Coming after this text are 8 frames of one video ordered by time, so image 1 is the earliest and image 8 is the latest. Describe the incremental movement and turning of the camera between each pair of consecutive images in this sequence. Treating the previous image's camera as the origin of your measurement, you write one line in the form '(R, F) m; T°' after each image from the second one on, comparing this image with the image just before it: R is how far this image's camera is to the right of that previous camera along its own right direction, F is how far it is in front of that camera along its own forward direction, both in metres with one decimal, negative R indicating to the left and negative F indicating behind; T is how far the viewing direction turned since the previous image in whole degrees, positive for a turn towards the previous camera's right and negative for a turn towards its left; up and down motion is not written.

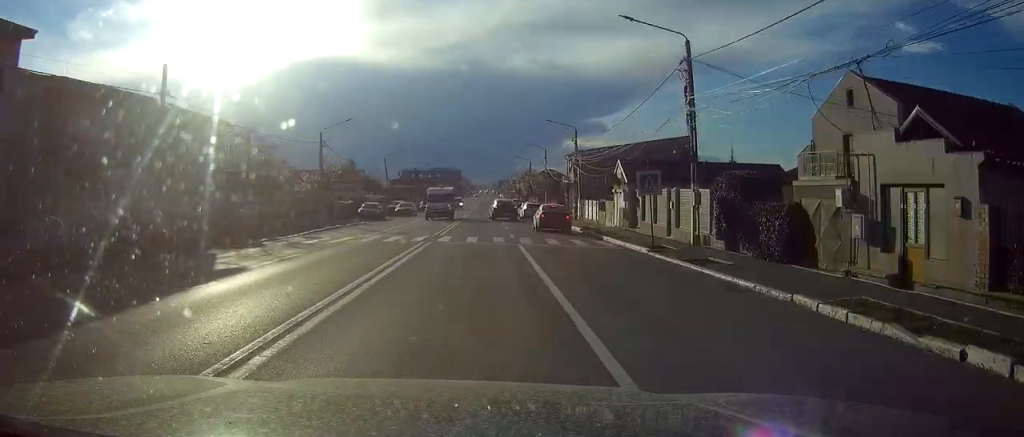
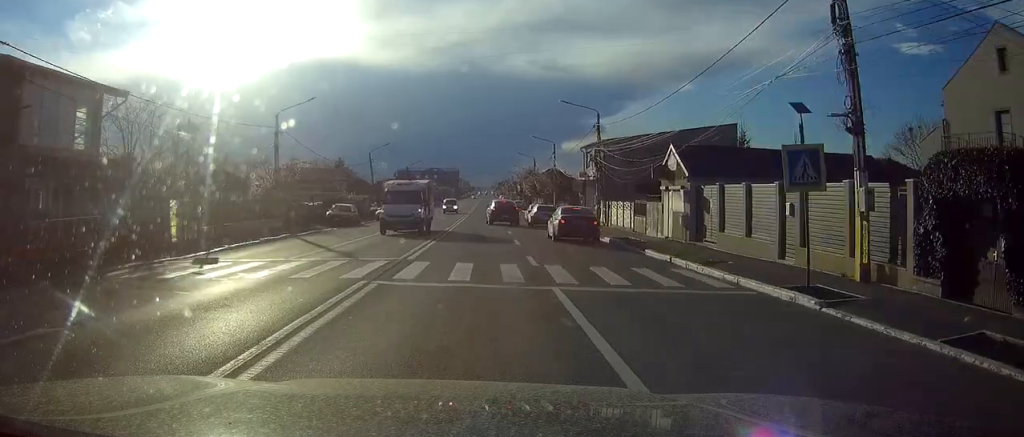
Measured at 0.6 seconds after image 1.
(0.0, +12.7) m; 0°
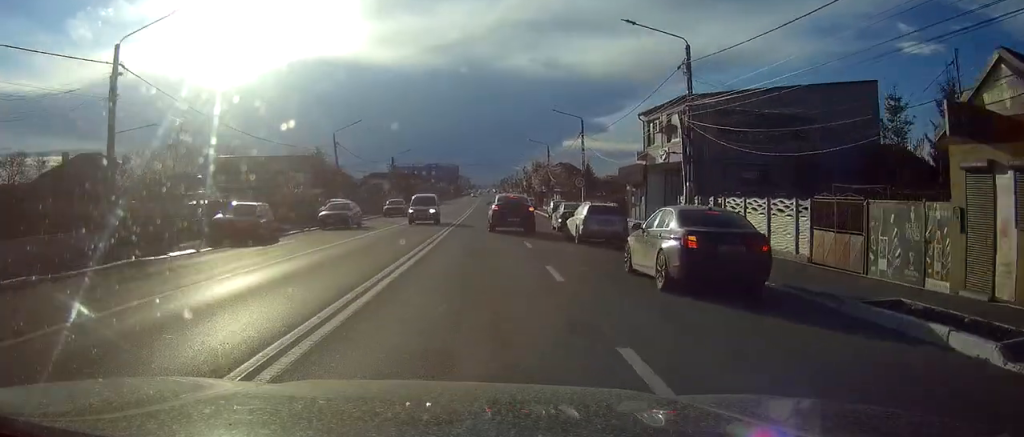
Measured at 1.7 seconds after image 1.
(0.0, +22.2) m; 0°
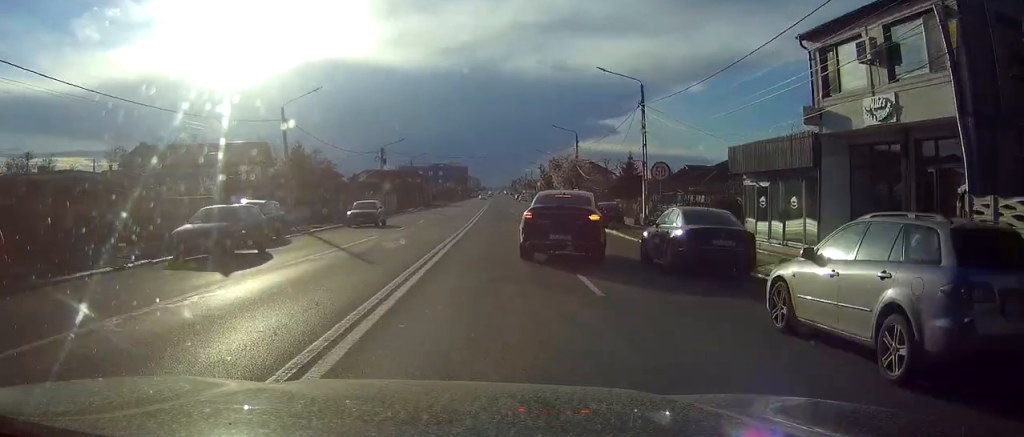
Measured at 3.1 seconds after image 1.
(0.0, +21.1) m; -1°
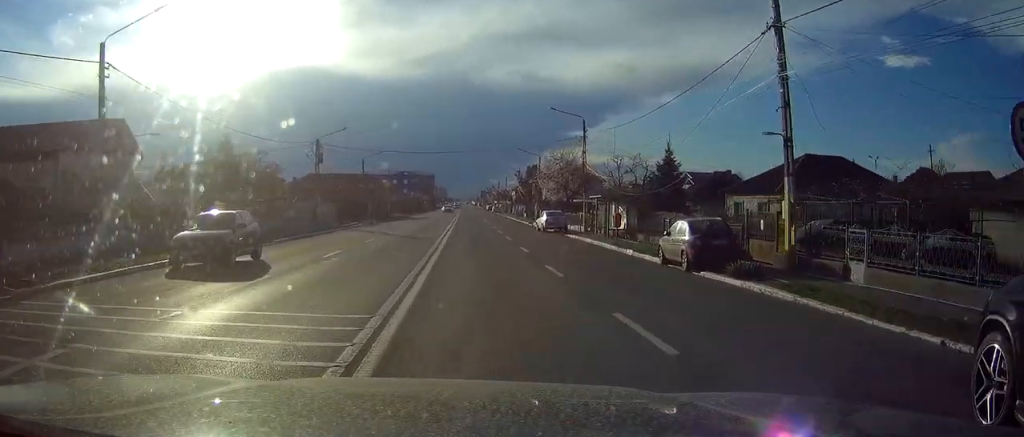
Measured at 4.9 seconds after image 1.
(-0.2, +22.1) m; +1°
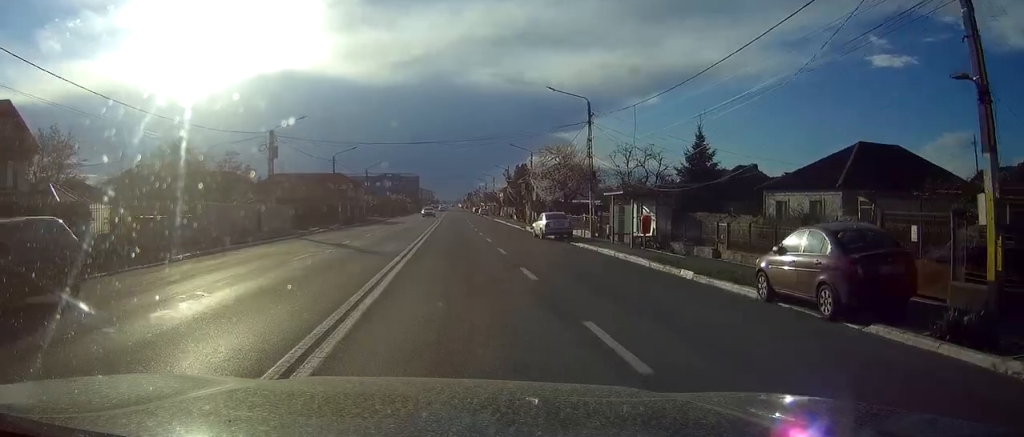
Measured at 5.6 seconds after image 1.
(+0.2, +9.7) m; +1°
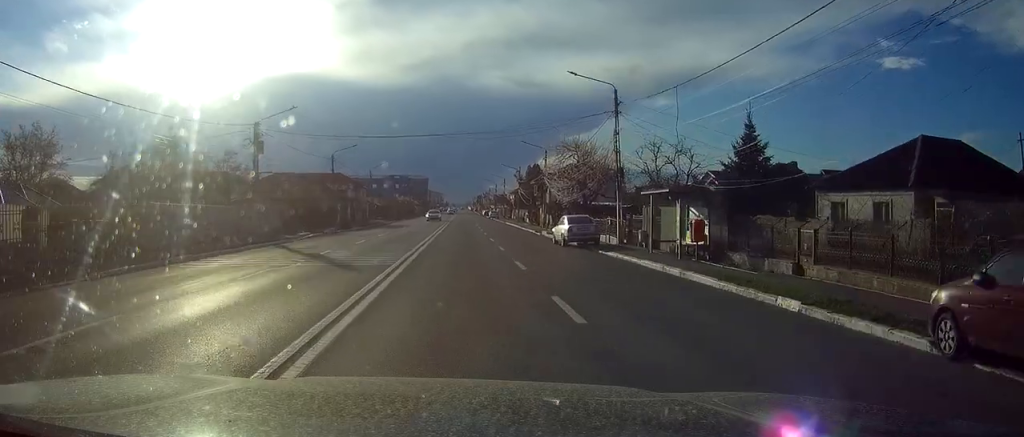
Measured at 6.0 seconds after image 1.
(+0.1, +5.6) m; +1°
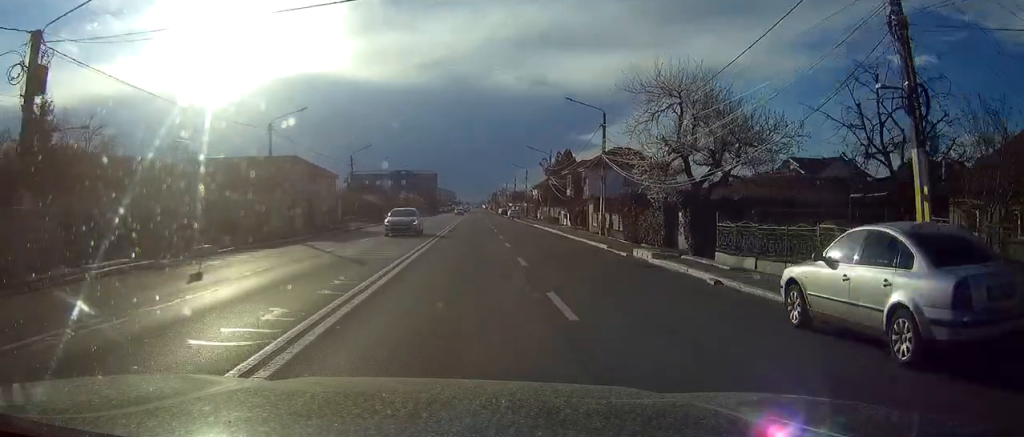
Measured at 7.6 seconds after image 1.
(-0.3, +26.1) m; -1°
